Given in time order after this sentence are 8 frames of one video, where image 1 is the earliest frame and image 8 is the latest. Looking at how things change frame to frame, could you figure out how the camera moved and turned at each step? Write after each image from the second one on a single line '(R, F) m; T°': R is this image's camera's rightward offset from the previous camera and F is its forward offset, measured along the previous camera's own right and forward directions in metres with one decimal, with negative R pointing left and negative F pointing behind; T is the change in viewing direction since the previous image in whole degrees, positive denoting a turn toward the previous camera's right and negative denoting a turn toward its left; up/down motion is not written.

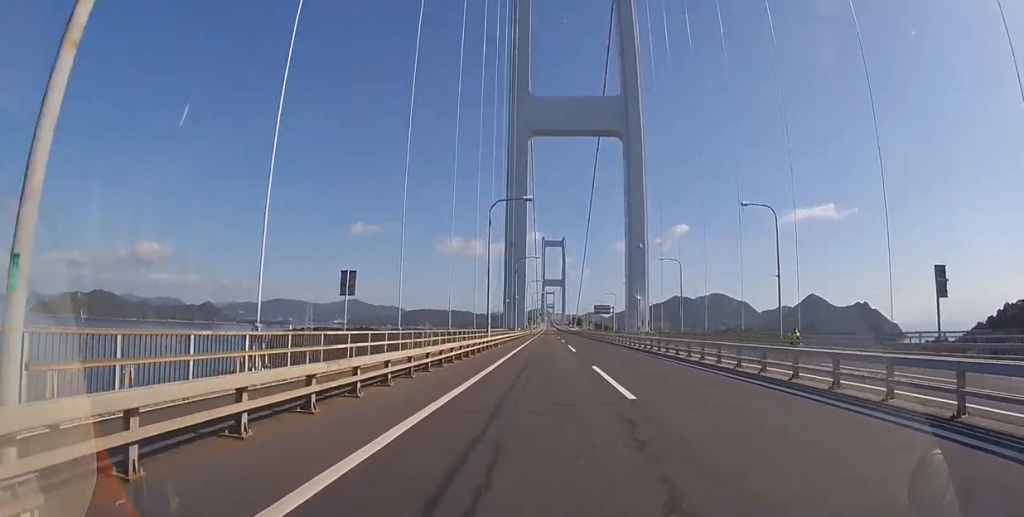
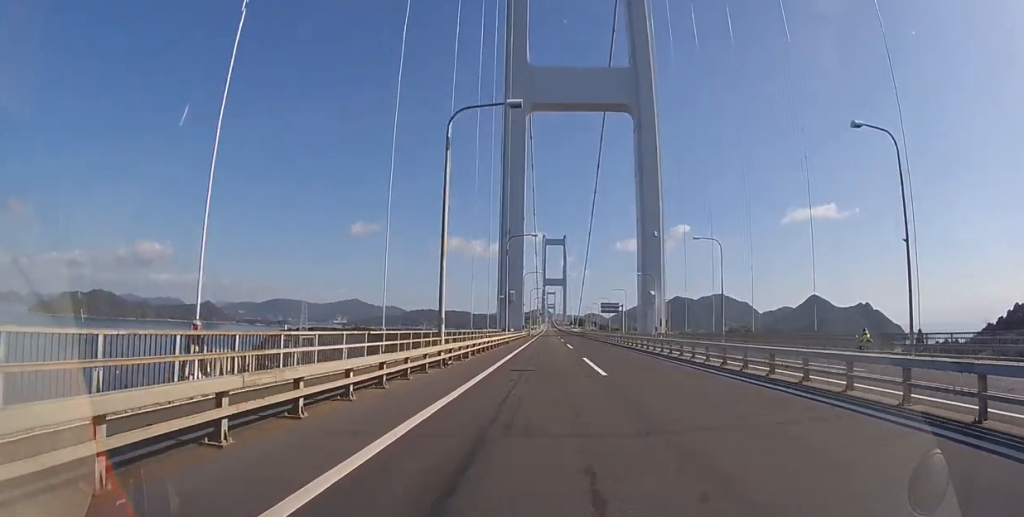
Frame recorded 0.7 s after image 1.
(0.0, +14.6) m; 0°
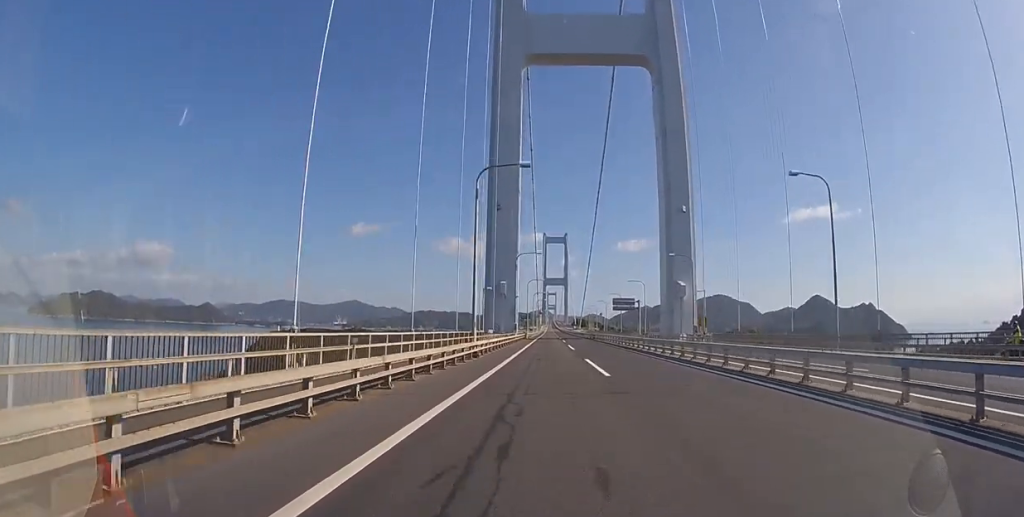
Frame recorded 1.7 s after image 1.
(0.0, +20.2) m; 0°
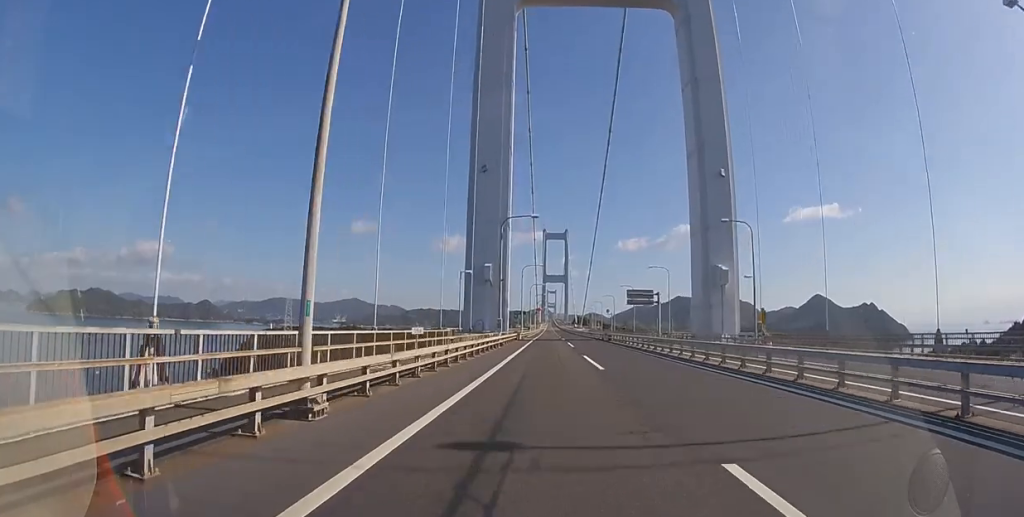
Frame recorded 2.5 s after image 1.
(0.0, +18.2) m; 0°
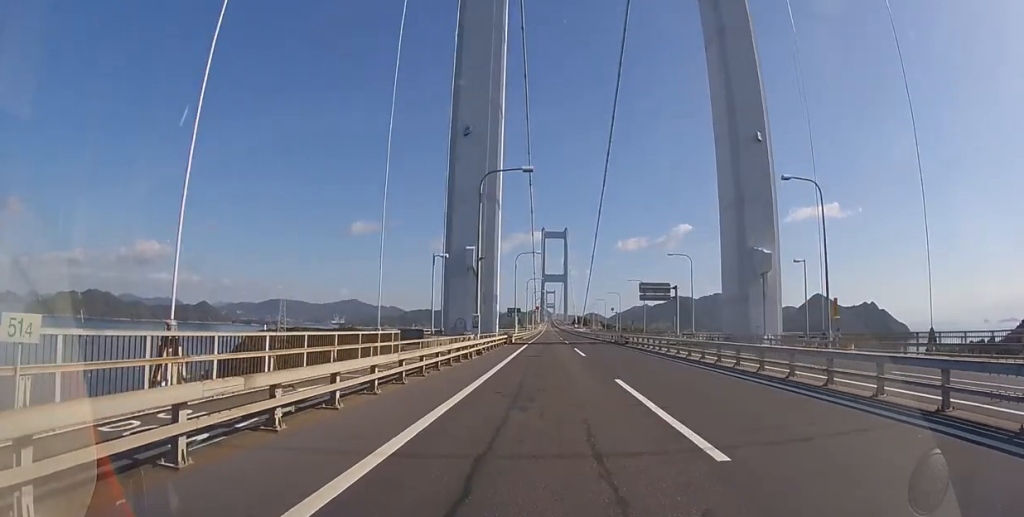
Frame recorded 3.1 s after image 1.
(0.0, +11.9) m; 0°
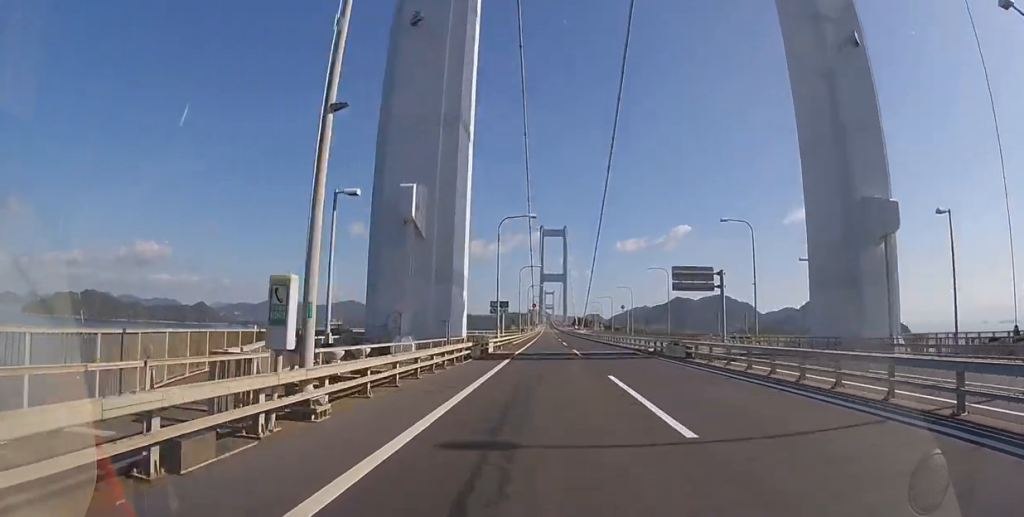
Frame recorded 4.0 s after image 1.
(0.0, +18.2) m; 0°
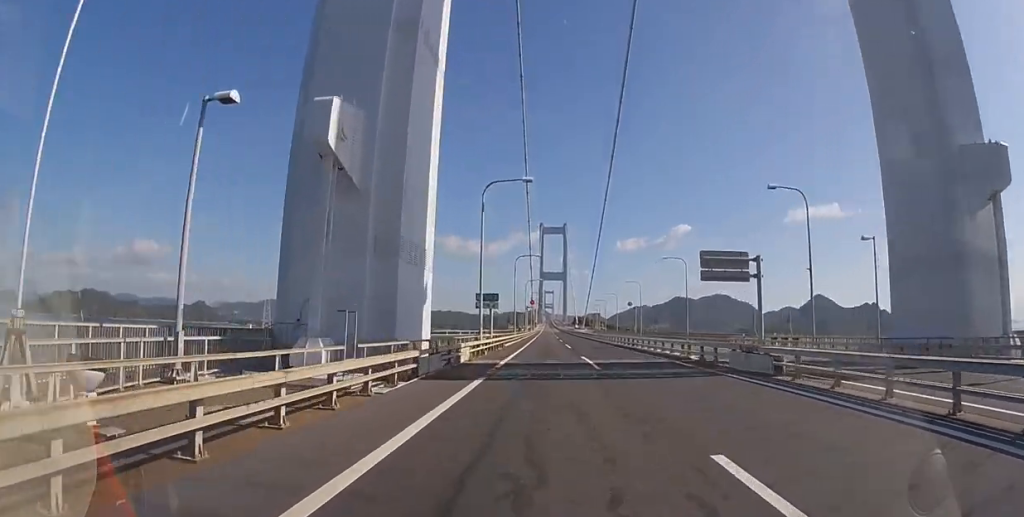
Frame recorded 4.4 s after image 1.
(+0.1, +9.8) m; 0°
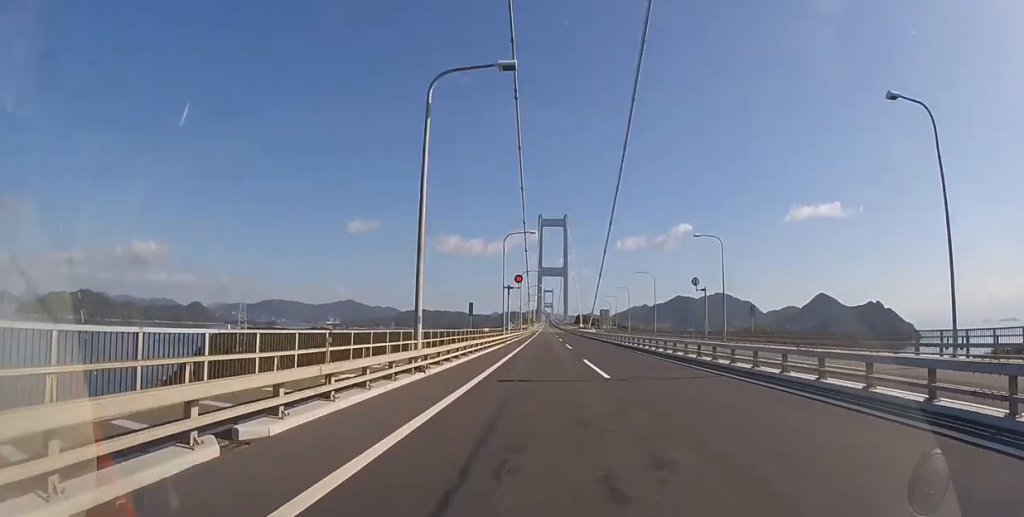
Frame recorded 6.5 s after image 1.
(-0.3, +42.8) m; 0°
